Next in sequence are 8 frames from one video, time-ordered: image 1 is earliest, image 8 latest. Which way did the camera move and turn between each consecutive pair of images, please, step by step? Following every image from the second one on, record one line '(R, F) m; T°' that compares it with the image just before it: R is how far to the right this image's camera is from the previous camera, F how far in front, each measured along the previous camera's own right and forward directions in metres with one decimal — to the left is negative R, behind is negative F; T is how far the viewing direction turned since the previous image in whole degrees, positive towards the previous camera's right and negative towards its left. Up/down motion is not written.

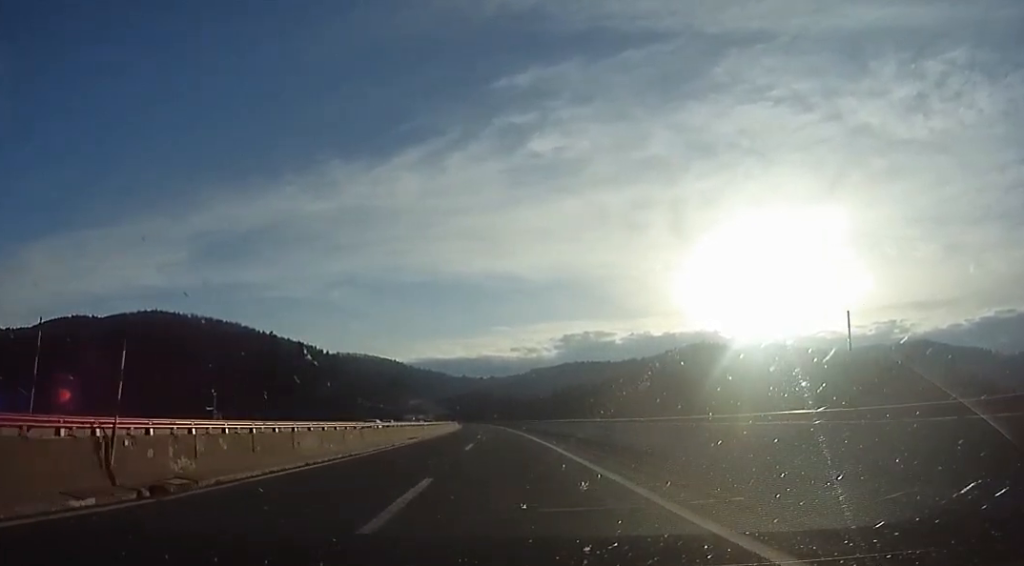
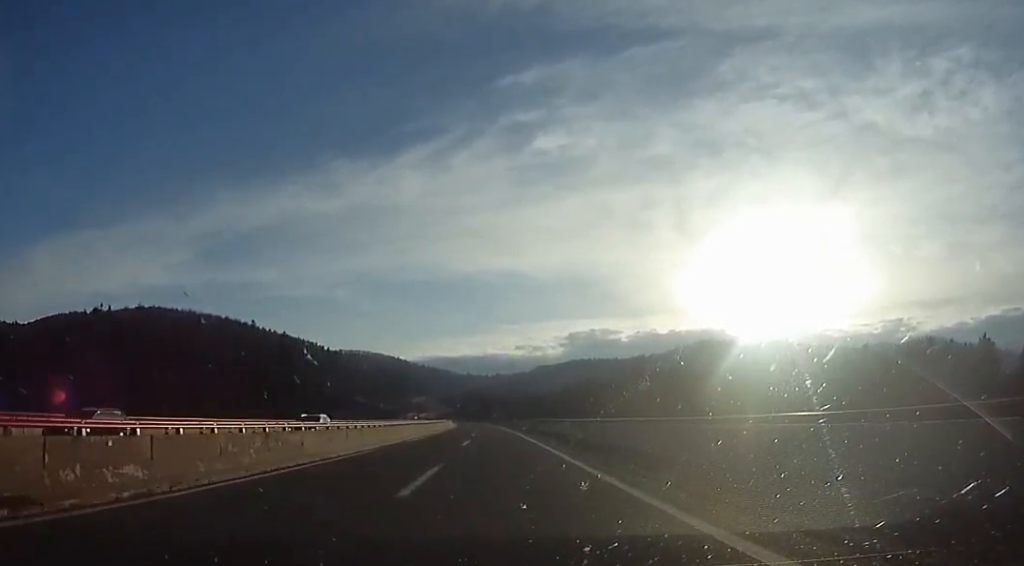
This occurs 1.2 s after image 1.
(-0.5, +34.5) m; -1°
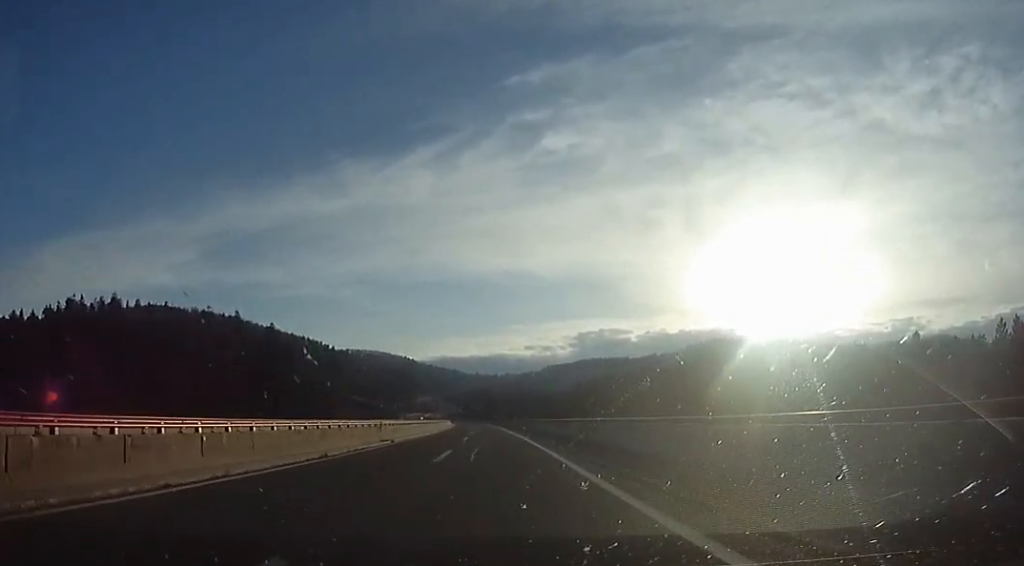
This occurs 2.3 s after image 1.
(+0.1, +30.7) m; +1°
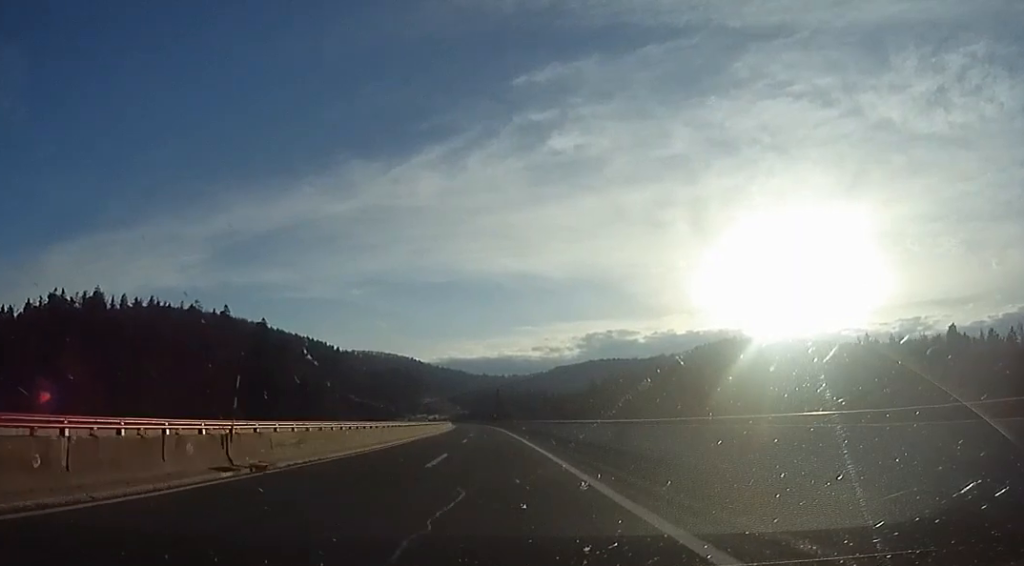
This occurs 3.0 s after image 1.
(+0.2, +19.6) m; 0°
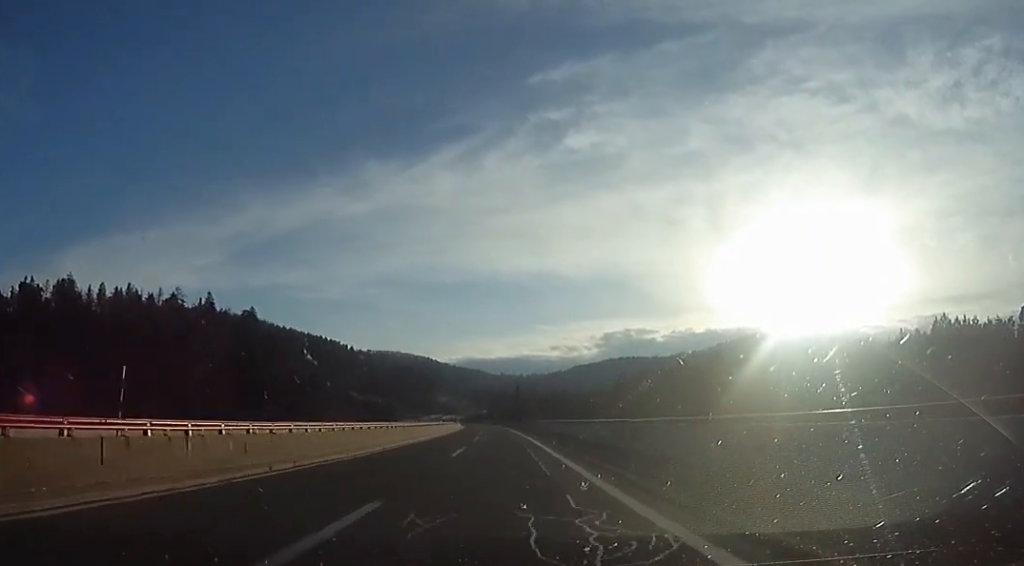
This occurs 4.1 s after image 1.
(-0.8, +32.4) m; -3°
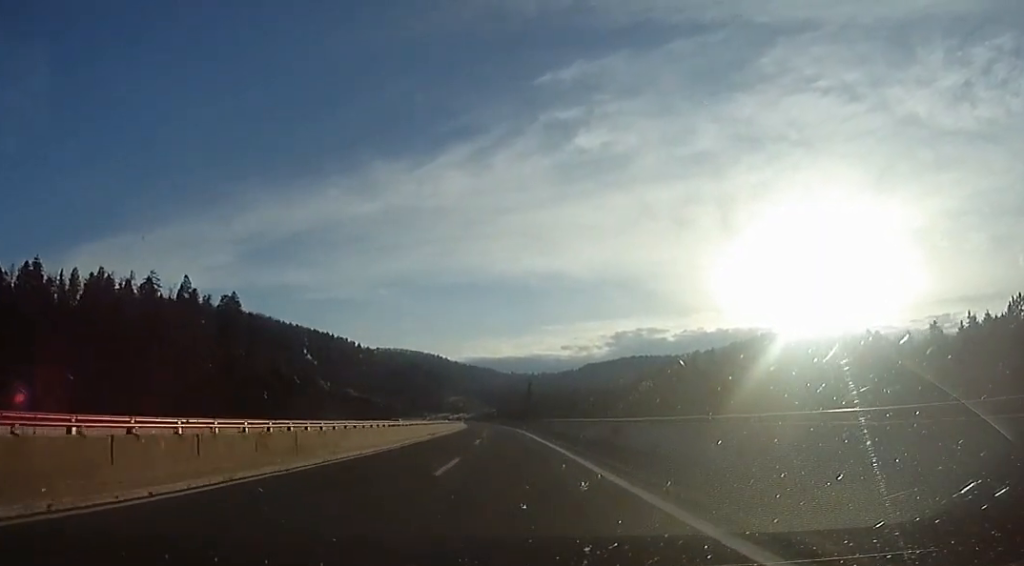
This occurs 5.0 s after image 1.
(-0.7, +27.2) m; -1°
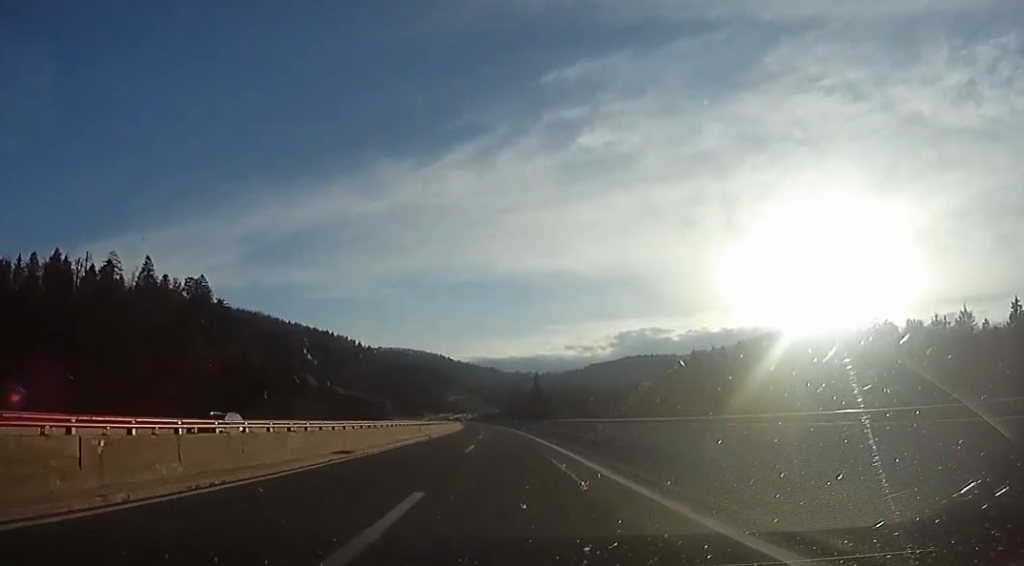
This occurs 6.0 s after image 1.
(+0.2, +28.1) m; 0°
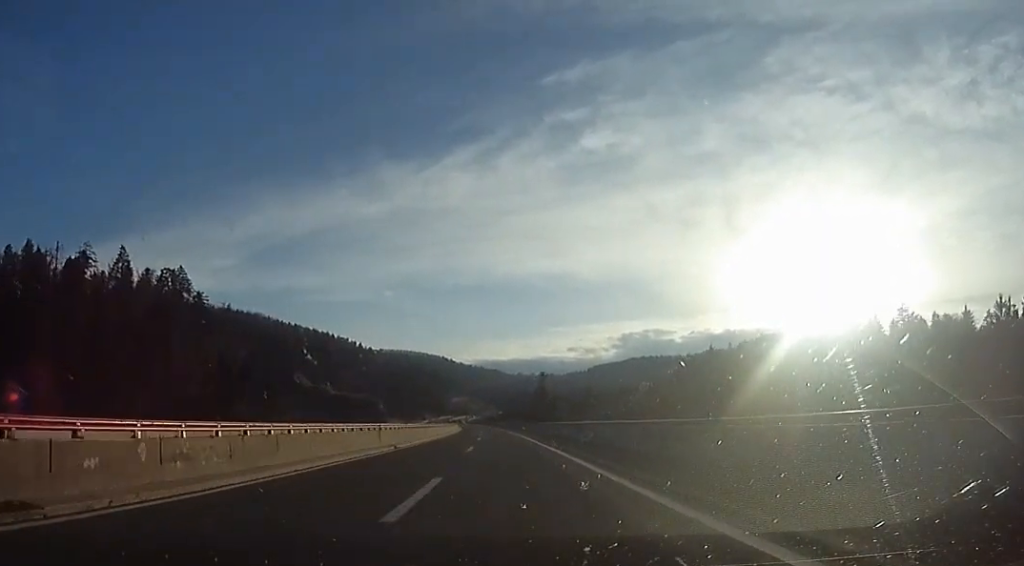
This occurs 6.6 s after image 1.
(-0.3, +15.7) m; 0°
